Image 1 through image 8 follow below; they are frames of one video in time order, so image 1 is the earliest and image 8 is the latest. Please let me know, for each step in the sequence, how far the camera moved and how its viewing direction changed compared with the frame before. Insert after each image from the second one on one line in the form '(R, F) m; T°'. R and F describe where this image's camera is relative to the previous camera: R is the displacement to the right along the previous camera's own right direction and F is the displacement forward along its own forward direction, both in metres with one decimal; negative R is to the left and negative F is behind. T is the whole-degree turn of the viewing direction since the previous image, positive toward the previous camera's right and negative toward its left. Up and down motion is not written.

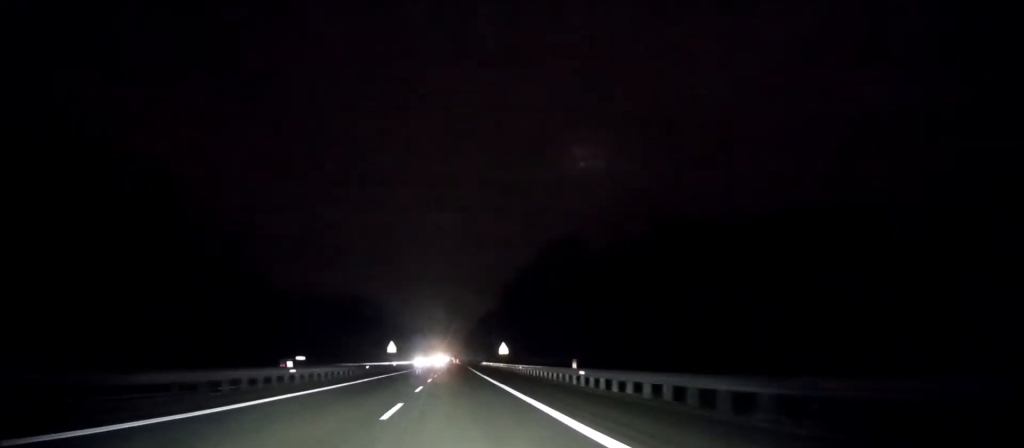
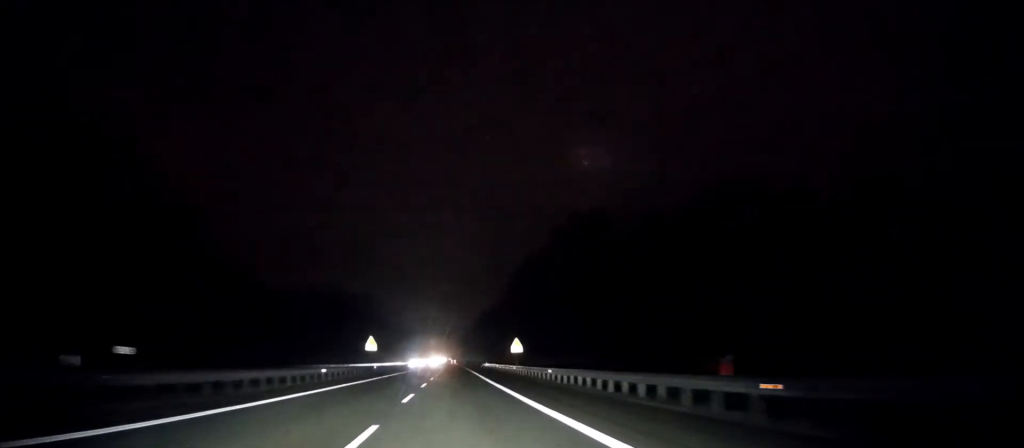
(0.0, +17.7) m; 0°
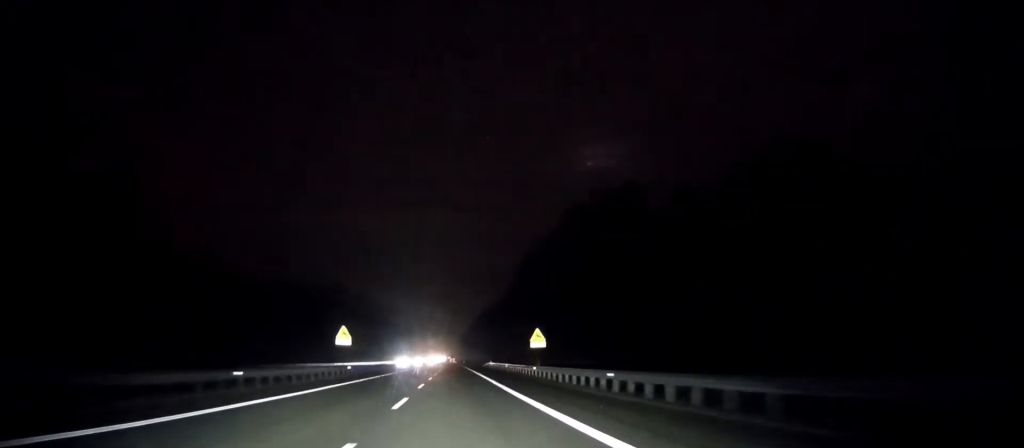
(0.0, +14.7) m; 0°
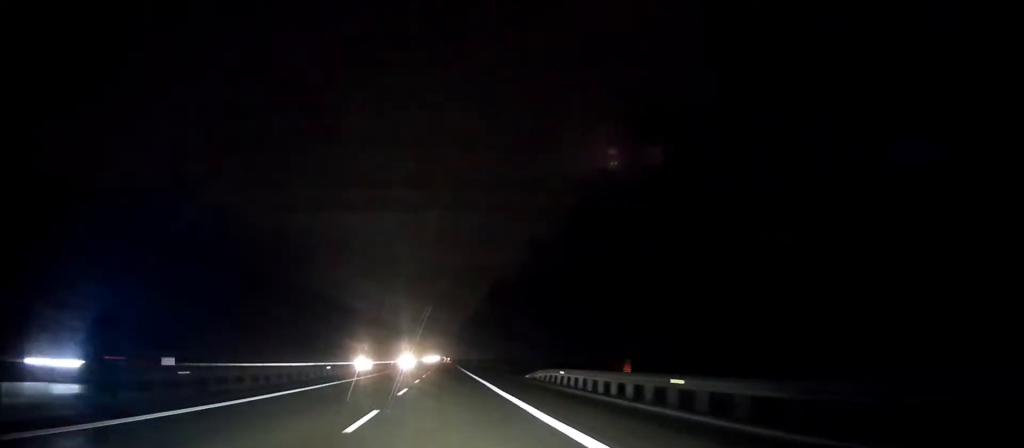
(+1.0, +75.4) m; +1°
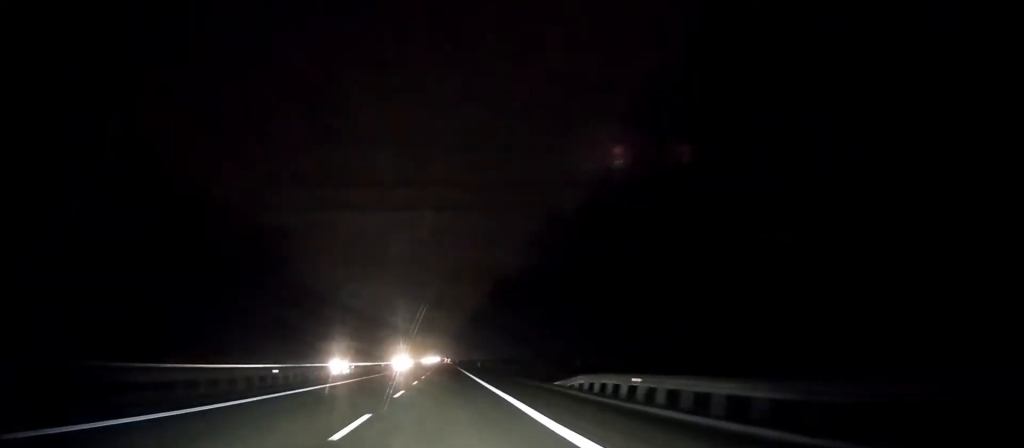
(0.0, +12.7) m; 0°
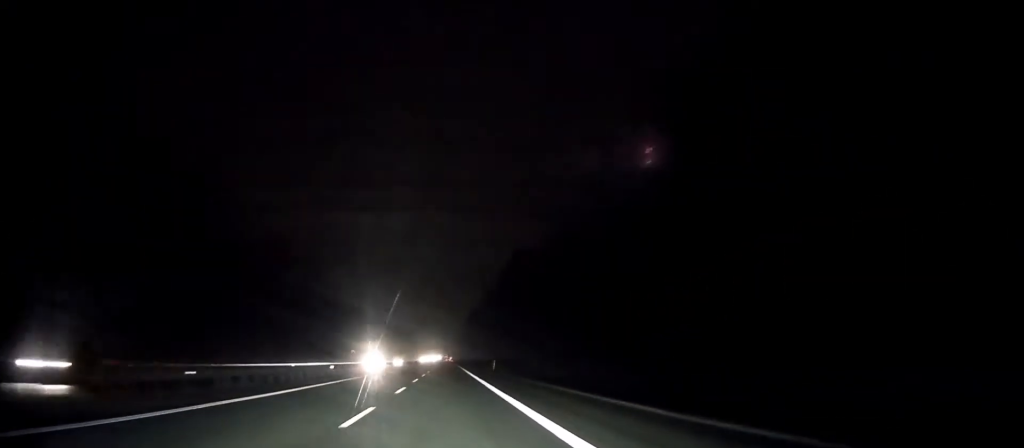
(+0.1, +33.3) m; 0°
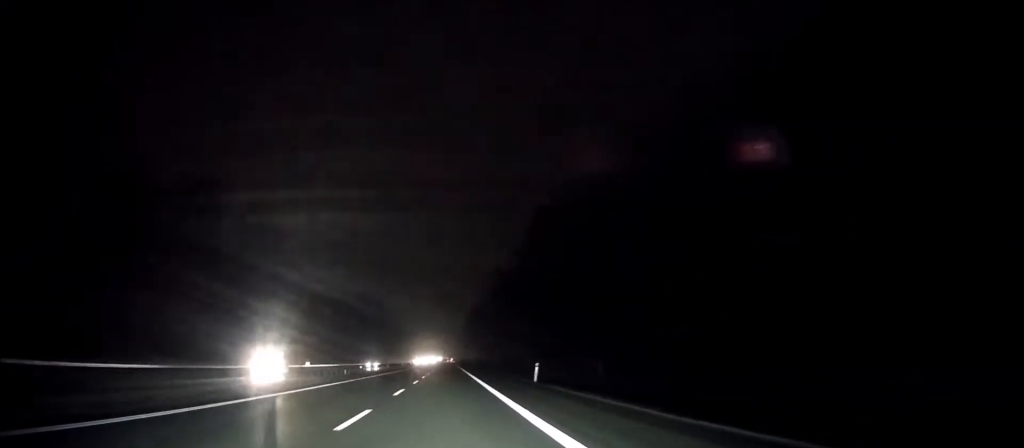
(+0.1, +35.2) m; 0°
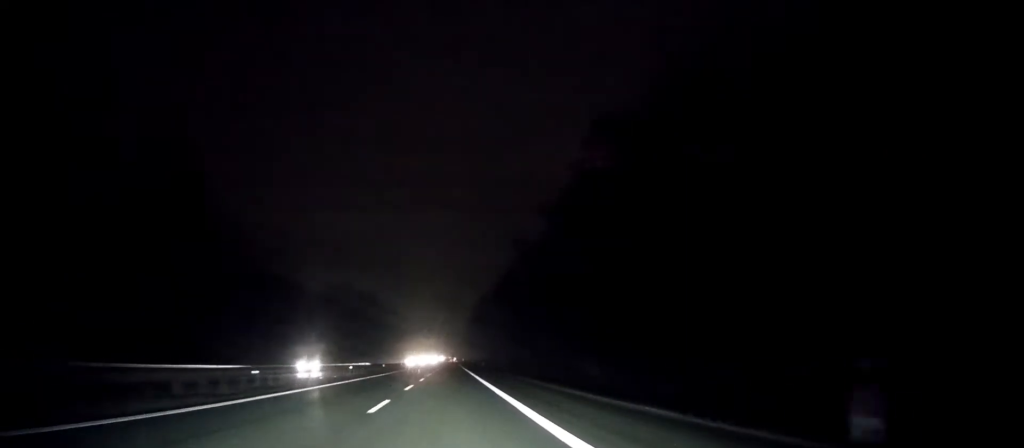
(0.0, +31.3) m; 0°
